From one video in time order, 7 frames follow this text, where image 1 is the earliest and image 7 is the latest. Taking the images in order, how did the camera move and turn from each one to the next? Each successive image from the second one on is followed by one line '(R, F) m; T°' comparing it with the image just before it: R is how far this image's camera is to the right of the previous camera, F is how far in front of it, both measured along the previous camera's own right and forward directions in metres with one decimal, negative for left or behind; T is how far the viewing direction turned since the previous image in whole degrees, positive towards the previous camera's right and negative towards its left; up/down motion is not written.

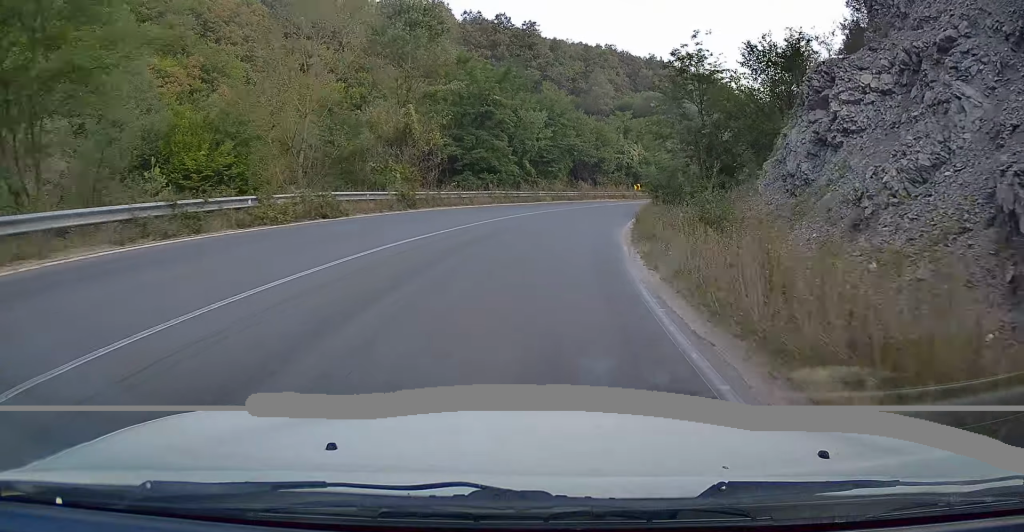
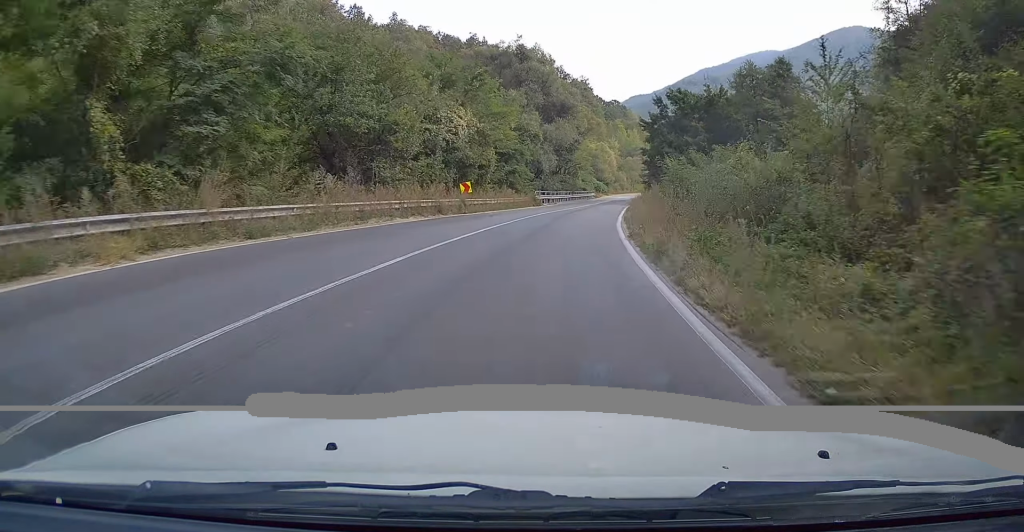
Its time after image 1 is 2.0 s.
(+4.9, +36.3) m; +16°
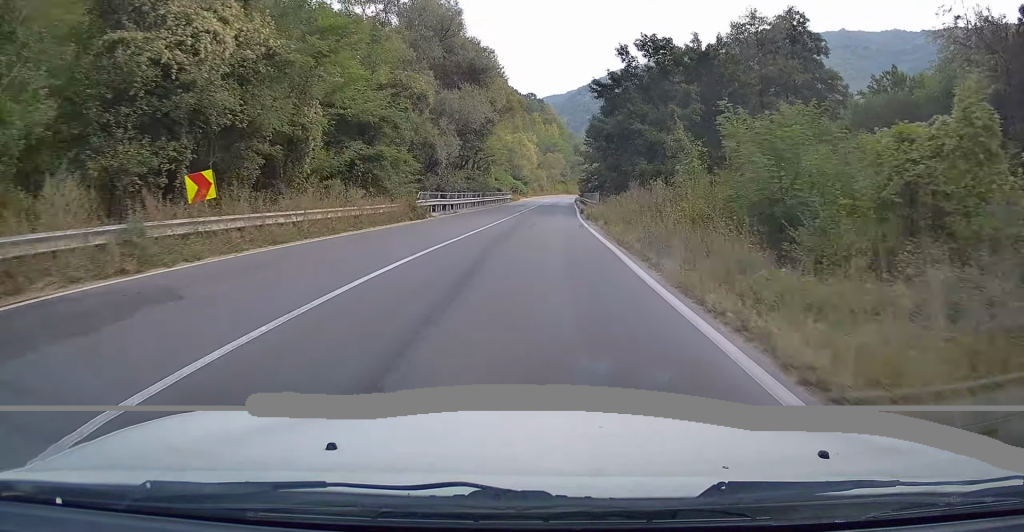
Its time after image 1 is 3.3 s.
(+2.6, +23.5) m; +10°
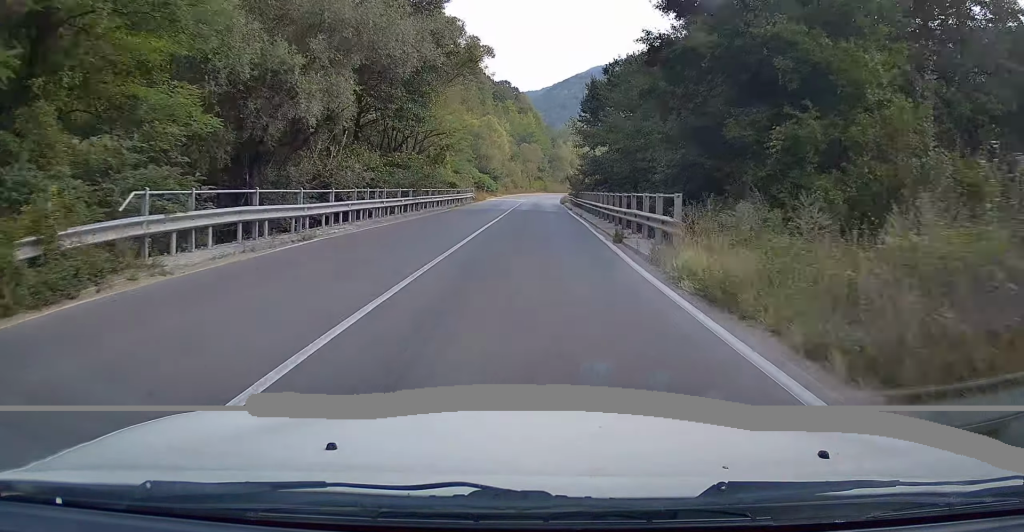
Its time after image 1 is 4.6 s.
(+1.6, +23.6) m; +6°
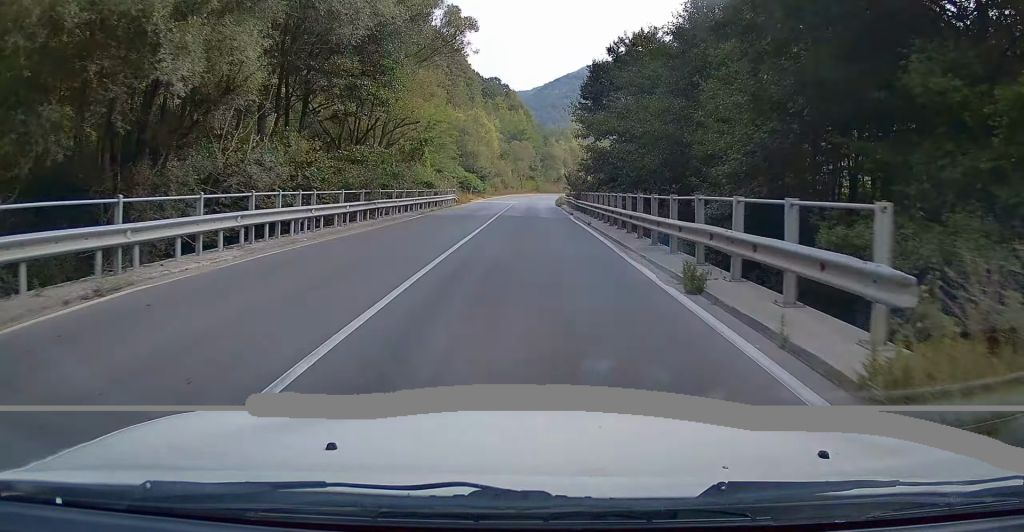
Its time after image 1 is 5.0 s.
(+0.1, +8.2) m; +1°
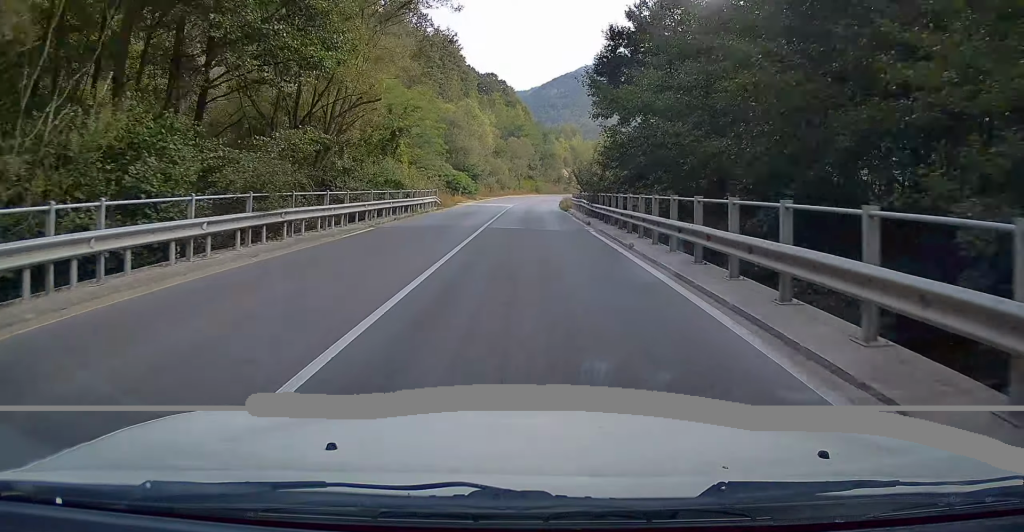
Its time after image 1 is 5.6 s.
(+0.1, +10.0) m; 0°
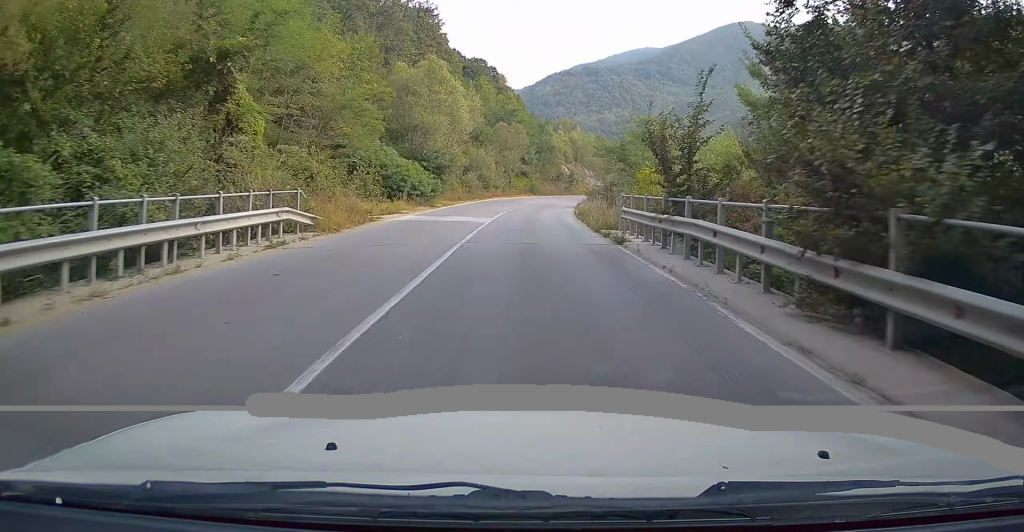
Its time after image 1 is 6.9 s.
(+0.1, +25.1) m; 0°
